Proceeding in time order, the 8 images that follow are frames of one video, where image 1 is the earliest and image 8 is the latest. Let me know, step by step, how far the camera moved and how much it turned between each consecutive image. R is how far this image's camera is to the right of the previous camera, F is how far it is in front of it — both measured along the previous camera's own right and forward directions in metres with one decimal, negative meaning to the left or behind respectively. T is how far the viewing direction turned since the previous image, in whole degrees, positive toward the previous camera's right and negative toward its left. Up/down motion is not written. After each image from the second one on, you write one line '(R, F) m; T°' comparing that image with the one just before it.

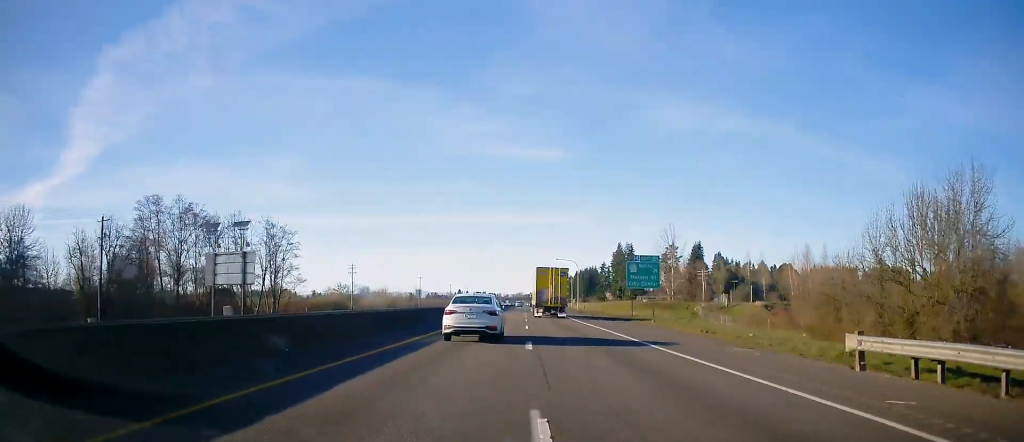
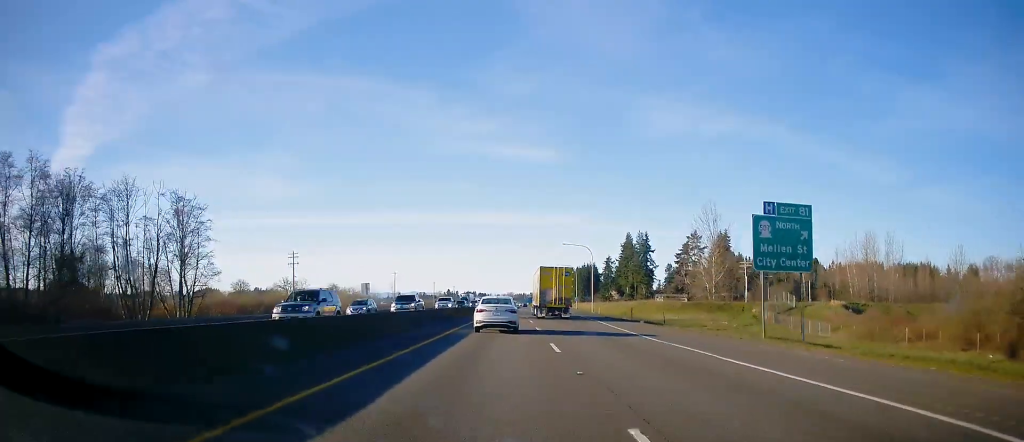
(+0.2, +37.6) m; +1°
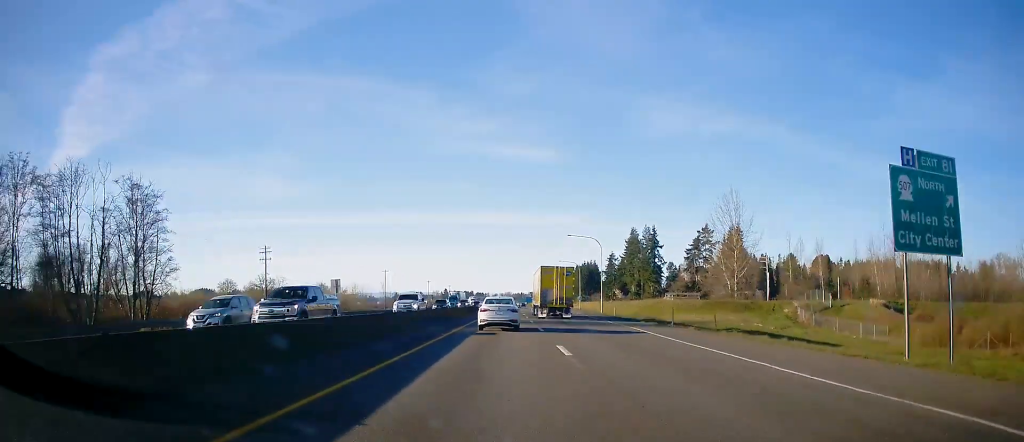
(+0.1, +13.0) m; 0°
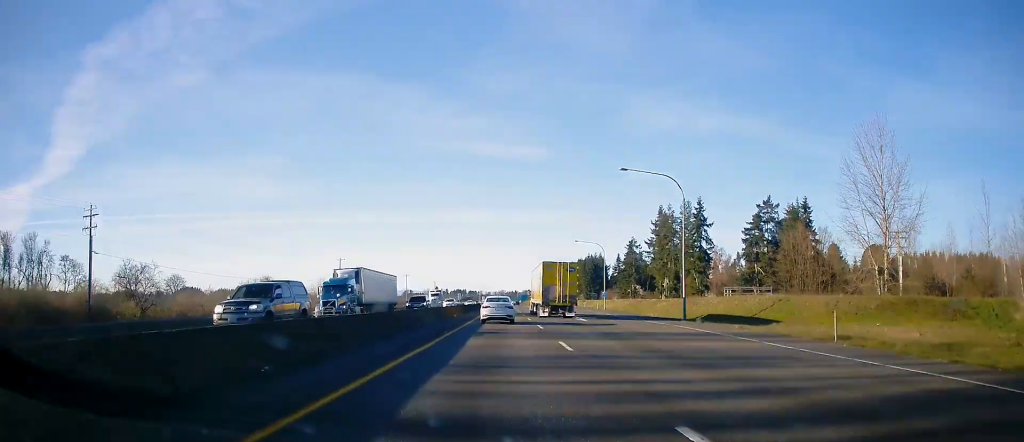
(+0.4, +48.9) m; +1°
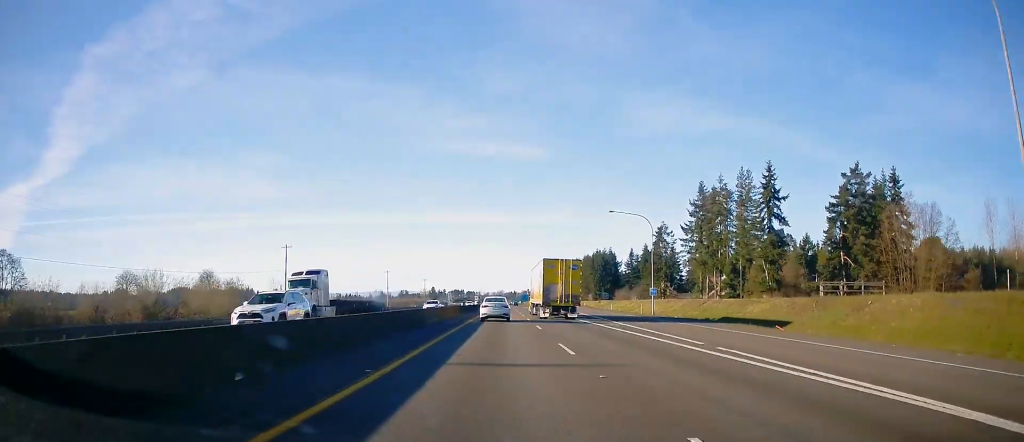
(+0.2, +37.2) m; +1°
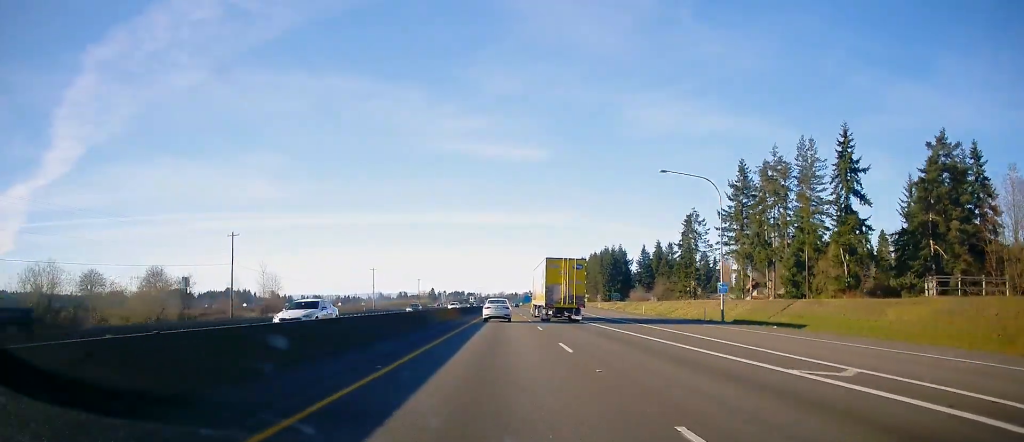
(+0.1, +24.0) m; 0°
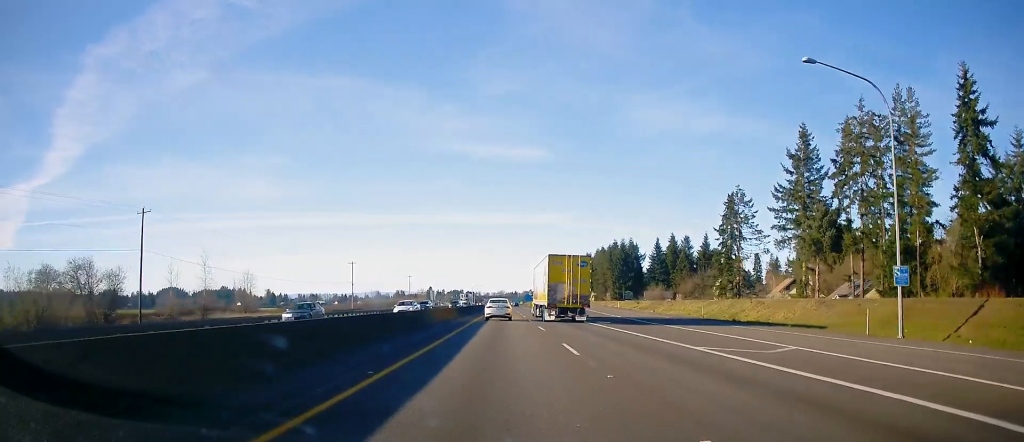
(-0.1, +25.2) m; 0°
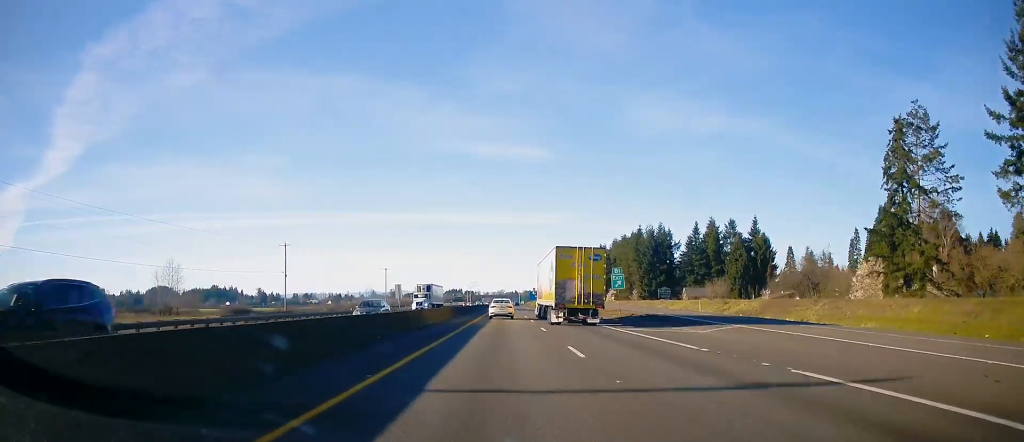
(+0.4, +50.2) m; 0°
